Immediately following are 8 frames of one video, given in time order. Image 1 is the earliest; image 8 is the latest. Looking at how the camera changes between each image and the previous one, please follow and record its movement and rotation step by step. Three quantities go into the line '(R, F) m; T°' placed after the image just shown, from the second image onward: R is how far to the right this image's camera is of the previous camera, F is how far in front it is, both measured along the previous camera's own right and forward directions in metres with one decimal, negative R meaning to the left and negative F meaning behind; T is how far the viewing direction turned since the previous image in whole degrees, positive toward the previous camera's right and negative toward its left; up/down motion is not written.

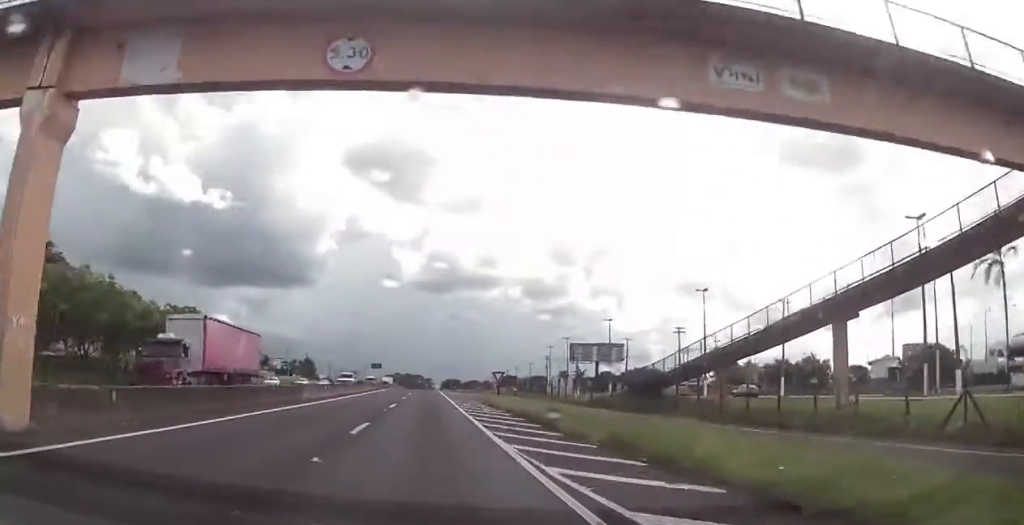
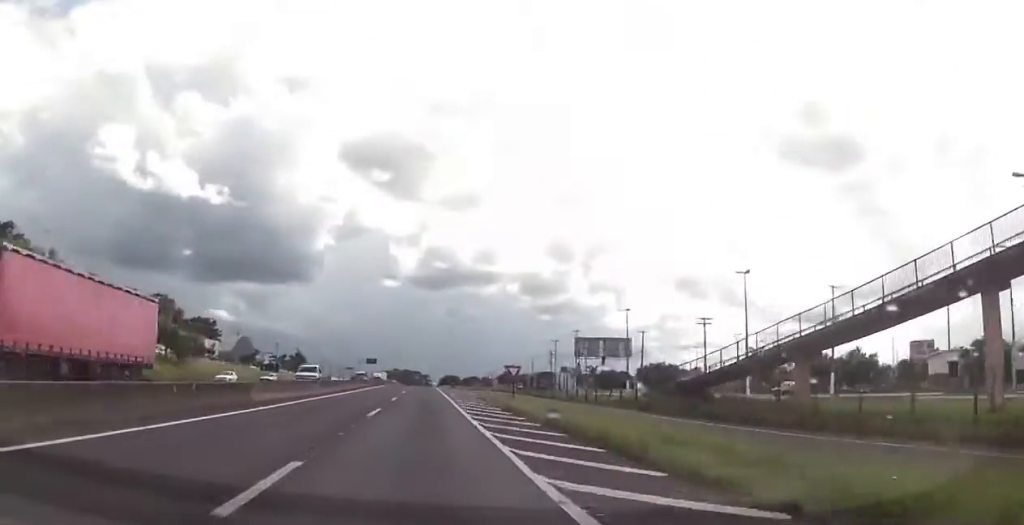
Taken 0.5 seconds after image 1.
(0.0, +9.9) m; 0°
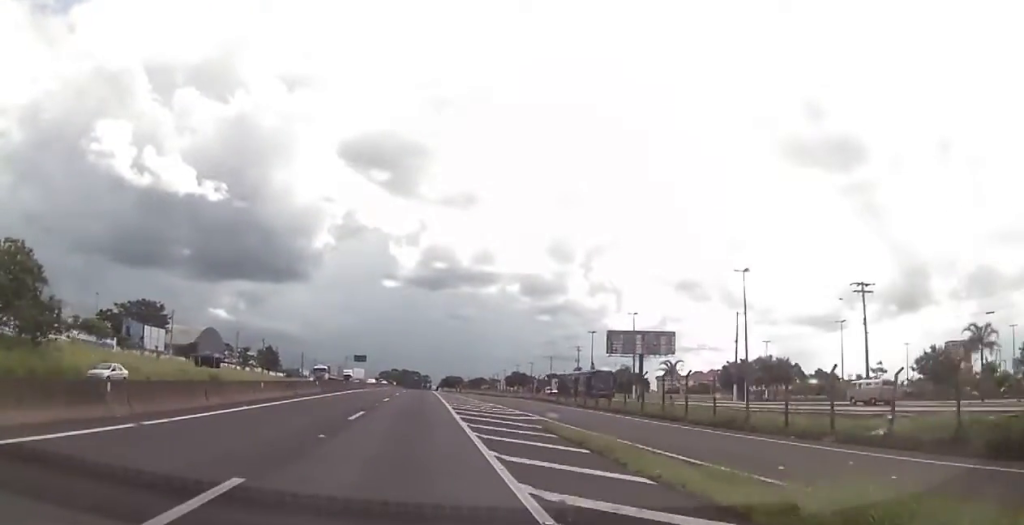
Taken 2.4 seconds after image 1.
(+0.8, +34.1) m; +1°
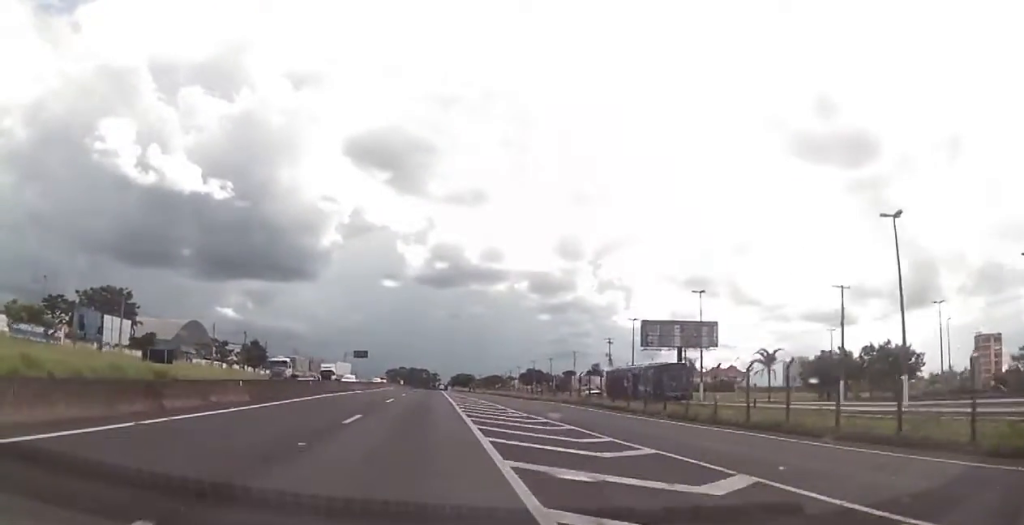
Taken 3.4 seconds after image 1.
(-0.5, +19.3) m; -2°
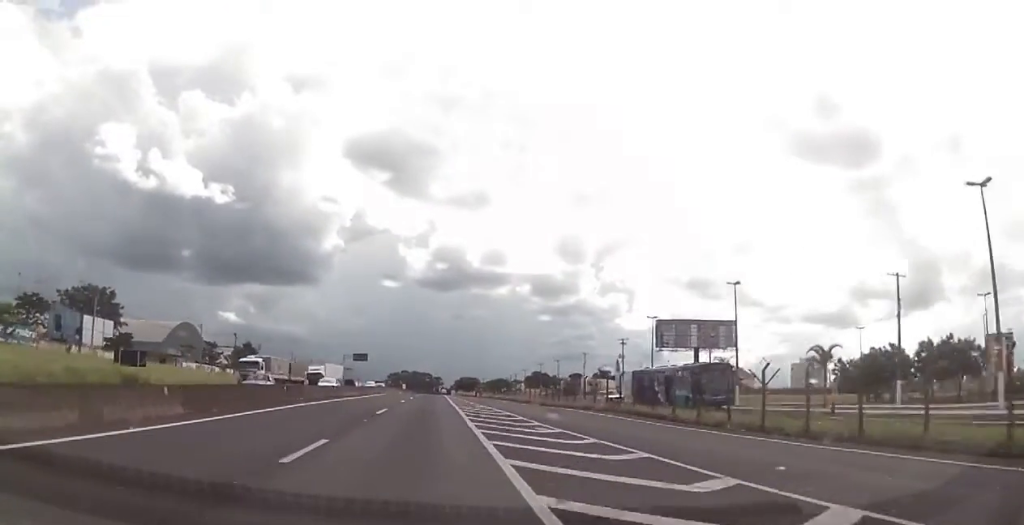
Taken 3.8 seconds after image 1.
(0.0, +7.4) m; 0°
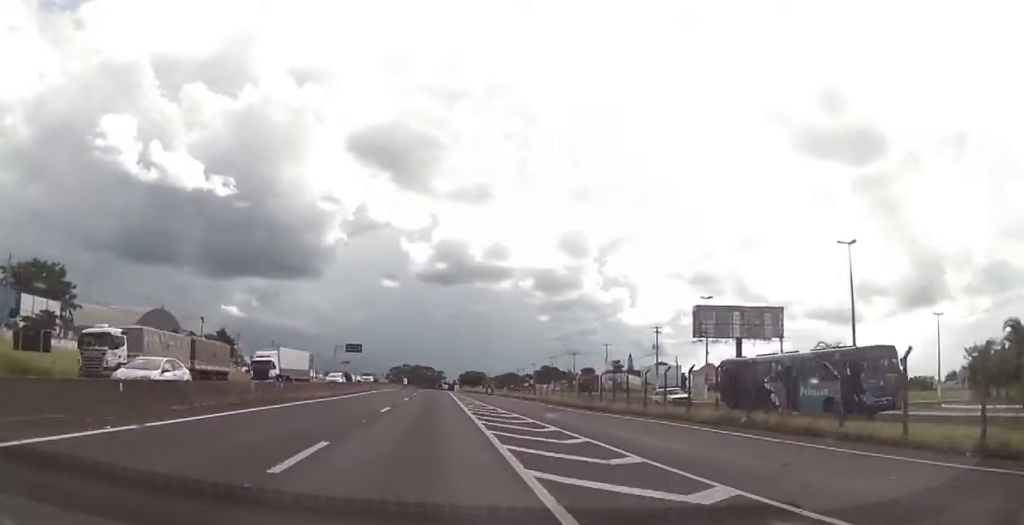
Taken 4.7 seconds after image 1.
(0.0, +17.4) m; 0°
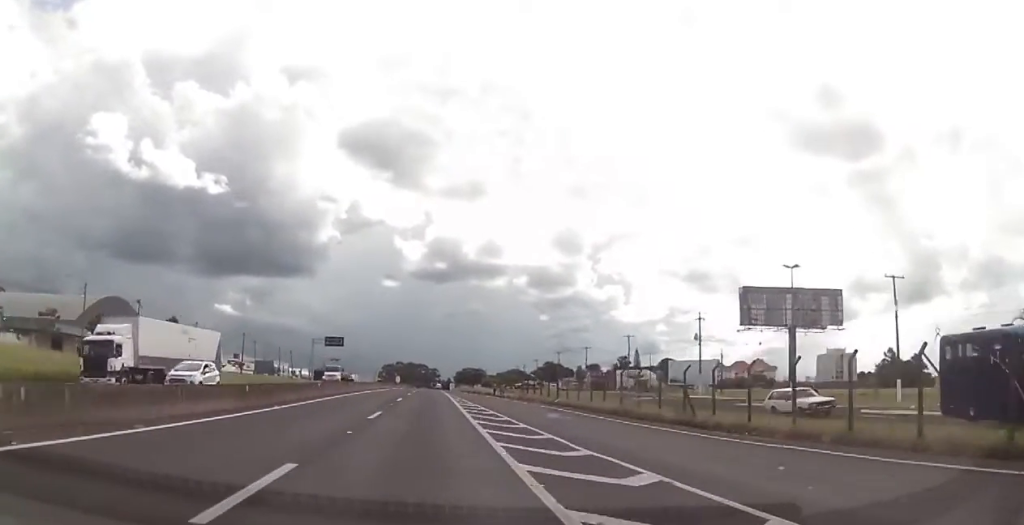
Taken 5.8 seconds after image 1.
(+0.1, +19.3) m; 0°
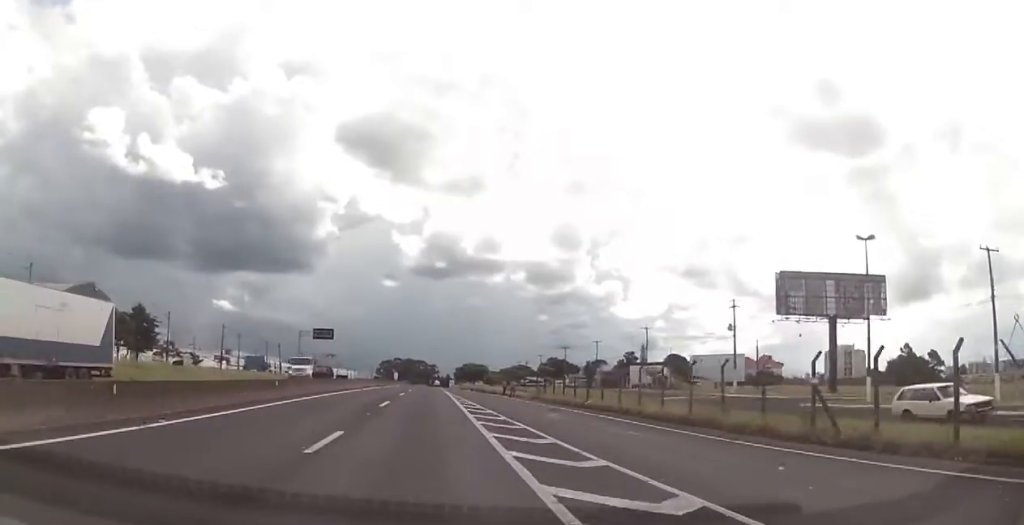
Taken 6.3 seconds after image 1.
(0.0, +10.6) m; 0°
